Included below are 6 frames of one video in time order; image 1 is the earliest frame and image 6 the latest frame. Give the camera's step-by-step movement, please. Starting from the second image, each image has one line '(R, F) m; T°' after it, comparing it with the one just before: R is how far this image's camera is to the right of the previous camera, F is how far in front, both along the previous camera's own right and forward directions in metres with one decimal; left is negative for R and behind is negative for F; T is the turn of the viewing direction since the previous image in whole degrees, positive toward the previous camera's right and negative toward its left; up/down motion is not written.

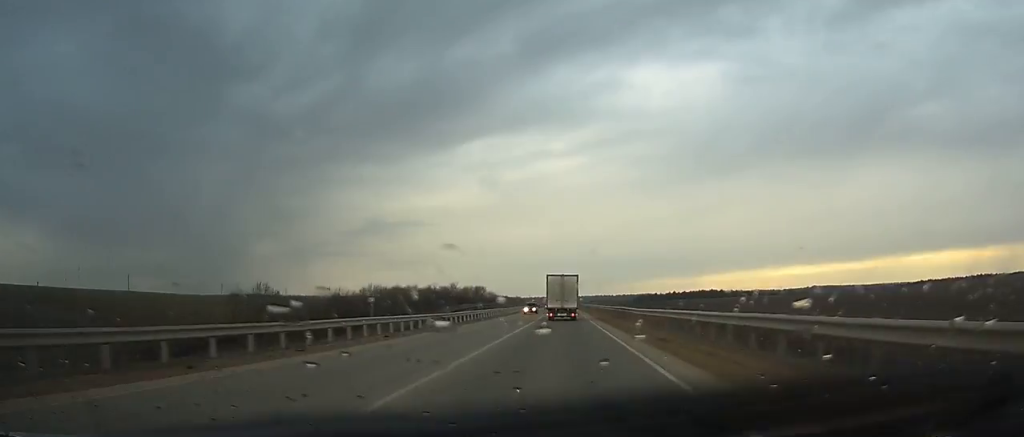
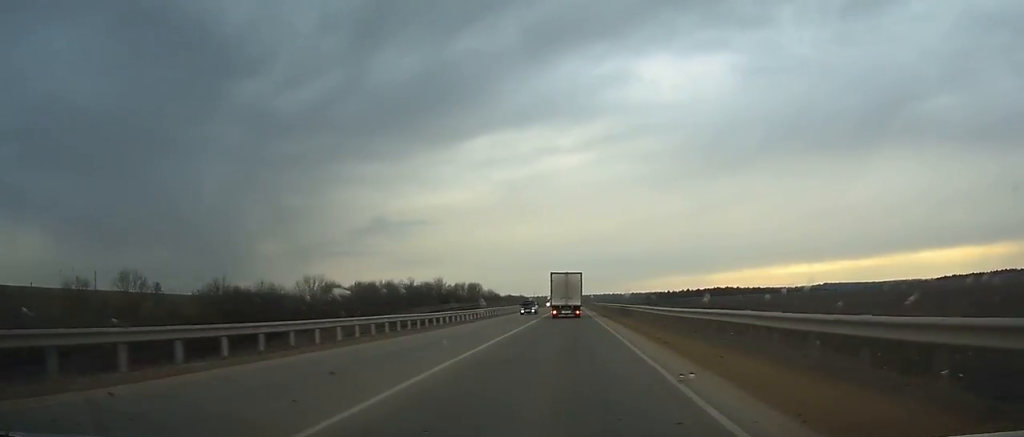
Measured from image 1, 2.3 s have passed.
(-0.1, +40.9) m; 0°
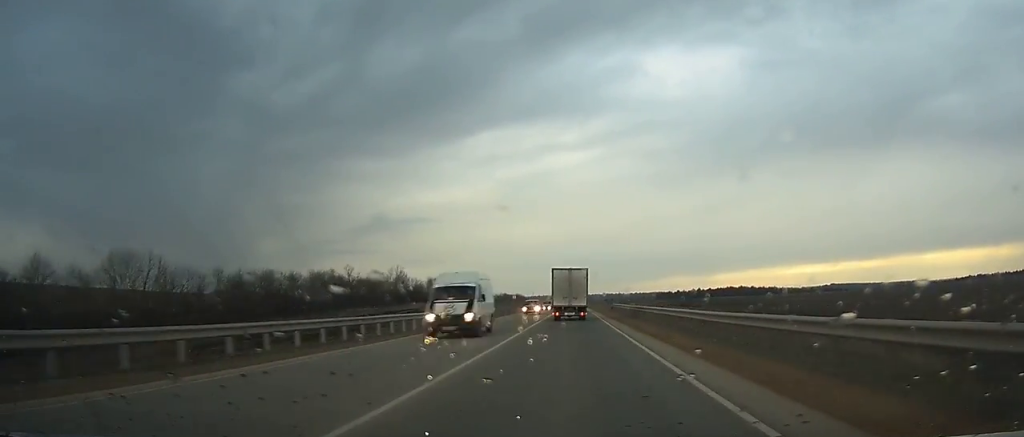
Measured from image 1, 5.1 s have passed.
(0.0, +49.0) m; 0°
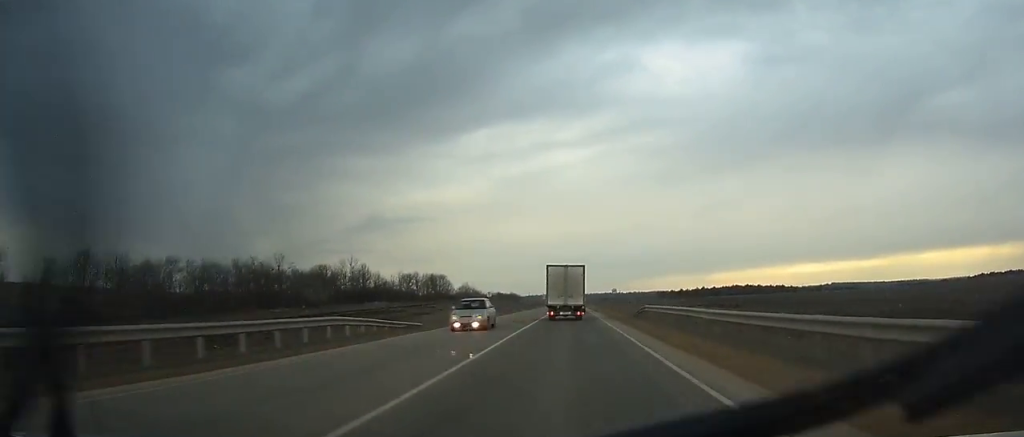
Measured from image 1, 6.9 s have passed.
(+0.1, +30.9) m; 0°
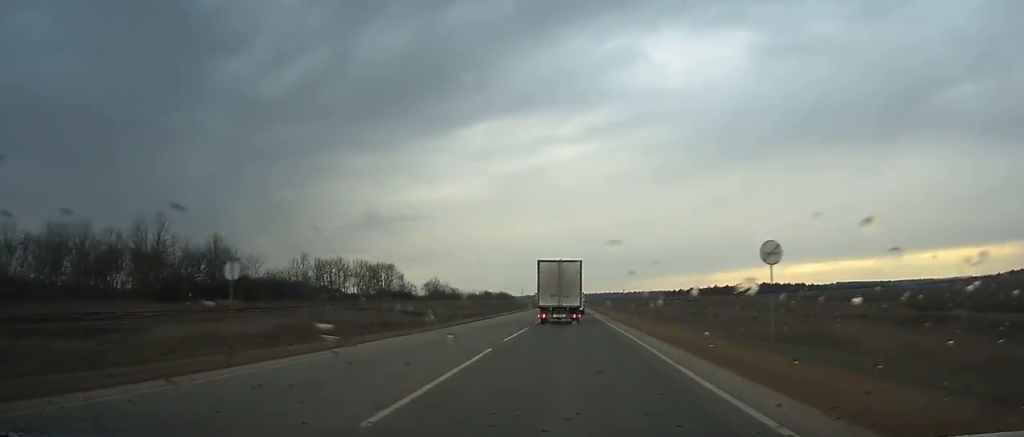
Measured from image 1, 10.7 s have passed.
(-0.3, +61.4) m; 0°
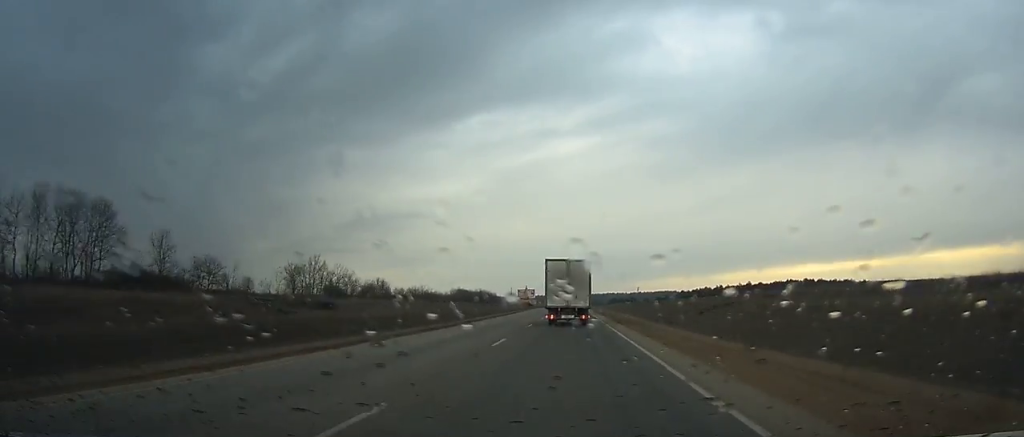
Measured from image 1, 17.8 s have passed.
(+0.4, +104.1) m; 0°
